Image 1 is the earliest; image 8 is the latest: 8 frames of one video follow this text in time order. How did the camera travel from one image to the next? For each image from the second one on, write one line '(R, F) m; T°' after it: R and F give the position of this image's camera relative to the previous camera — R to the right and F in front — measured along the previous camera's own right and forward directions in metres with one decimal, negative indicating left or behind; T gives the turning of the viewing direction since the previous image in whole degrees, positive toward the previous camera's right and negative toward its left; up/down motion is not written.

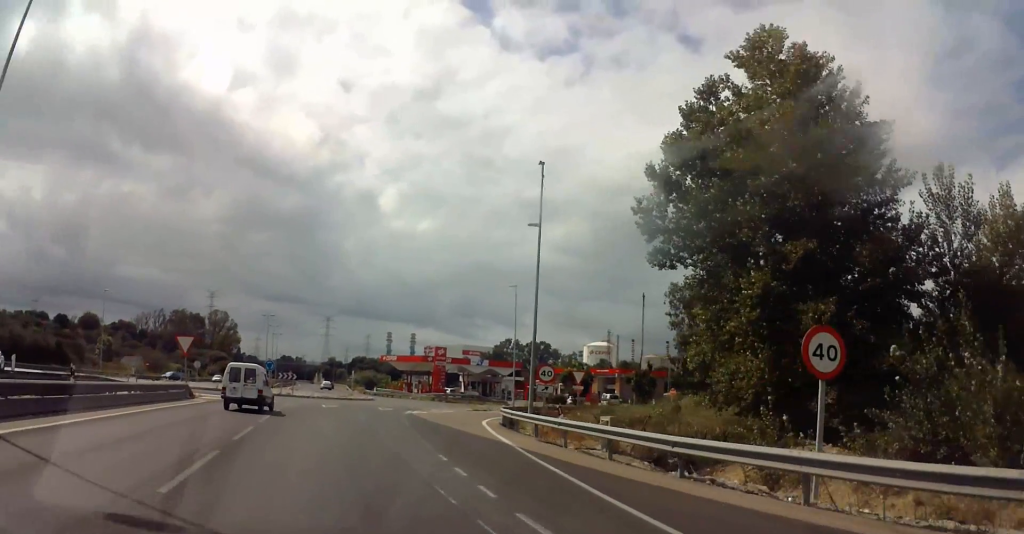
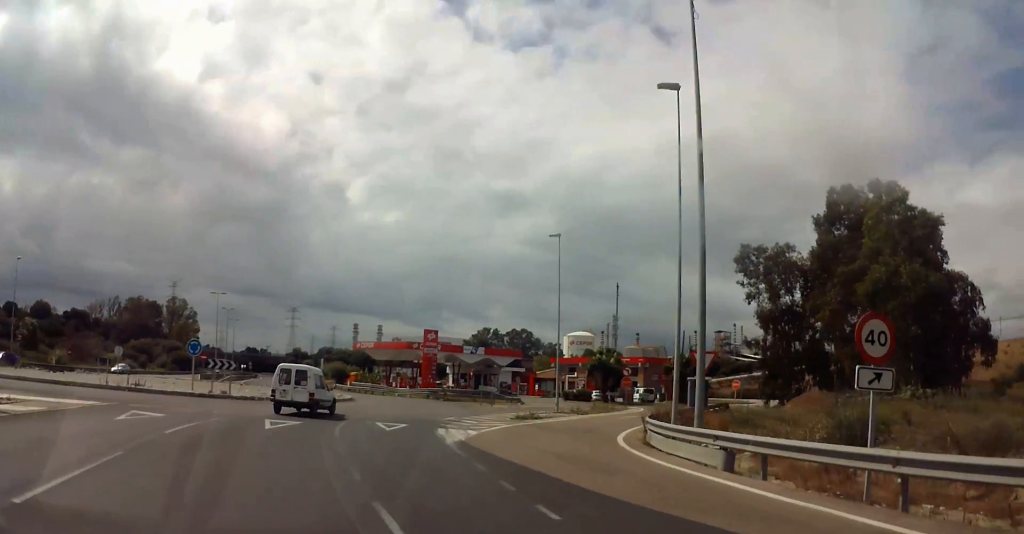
(+0.2, +21.7) m; +3°
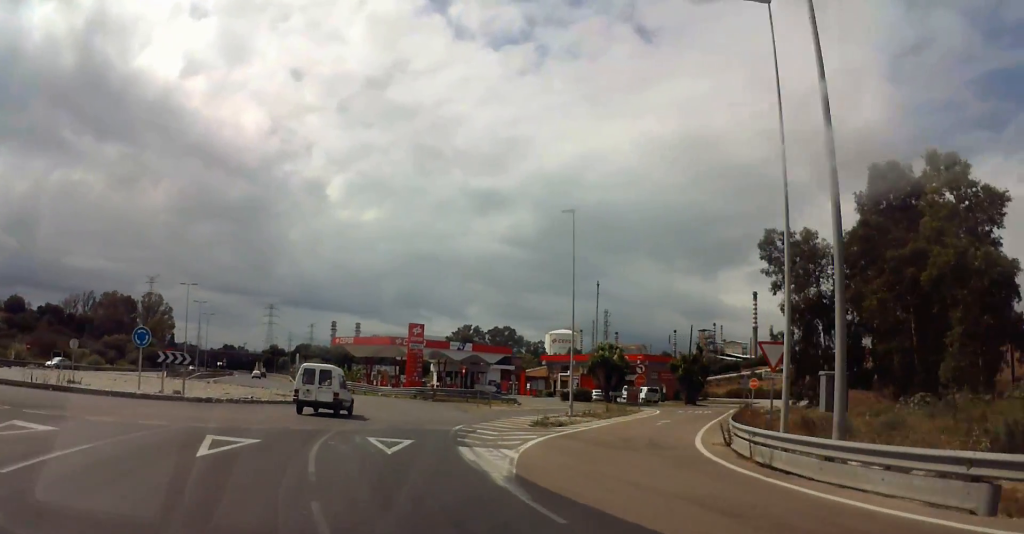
(0.0, +6.5) m; +2°
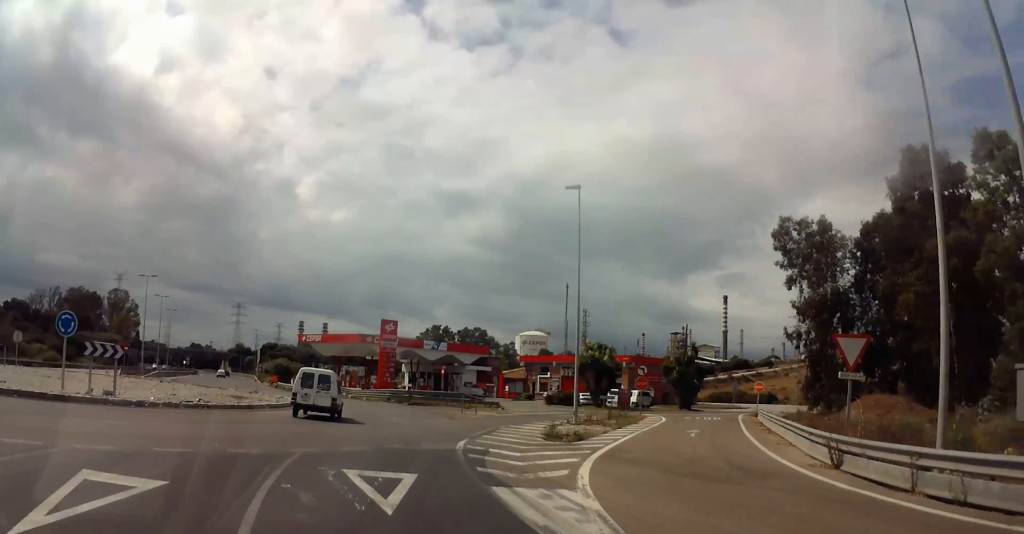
(+0.3, +6.2) m; +2°
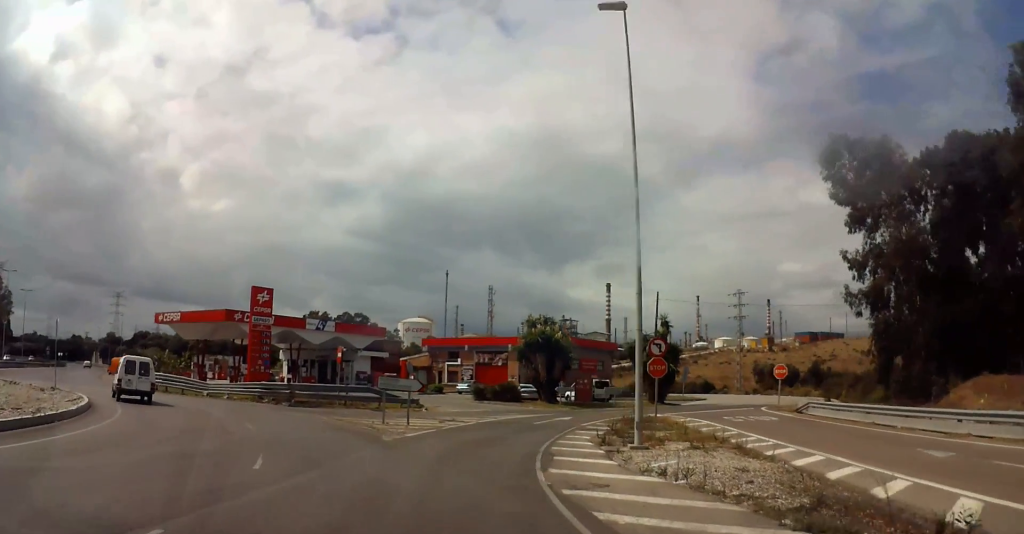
(+1.5, +18.2) m; +8°
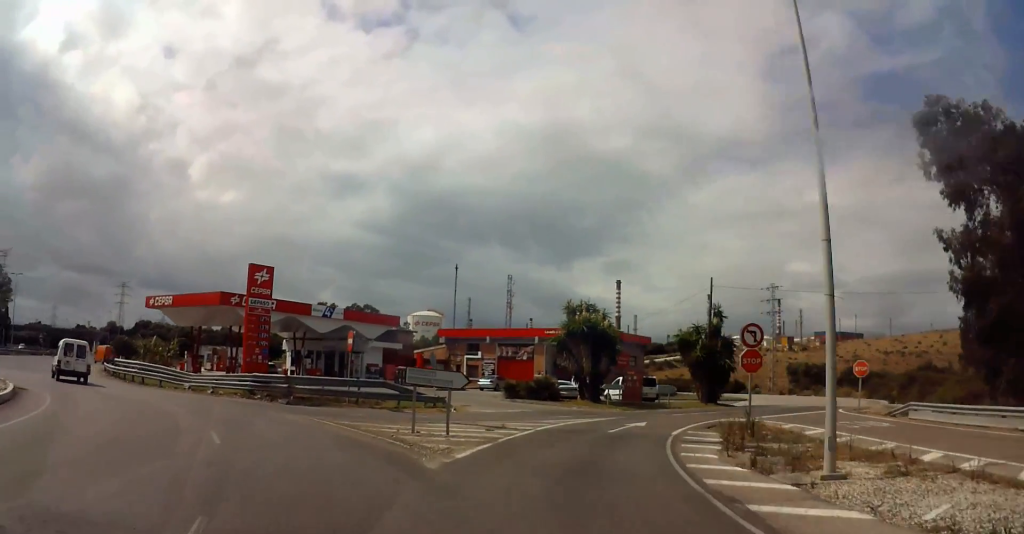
(+0.4, +6.8) m; -4°
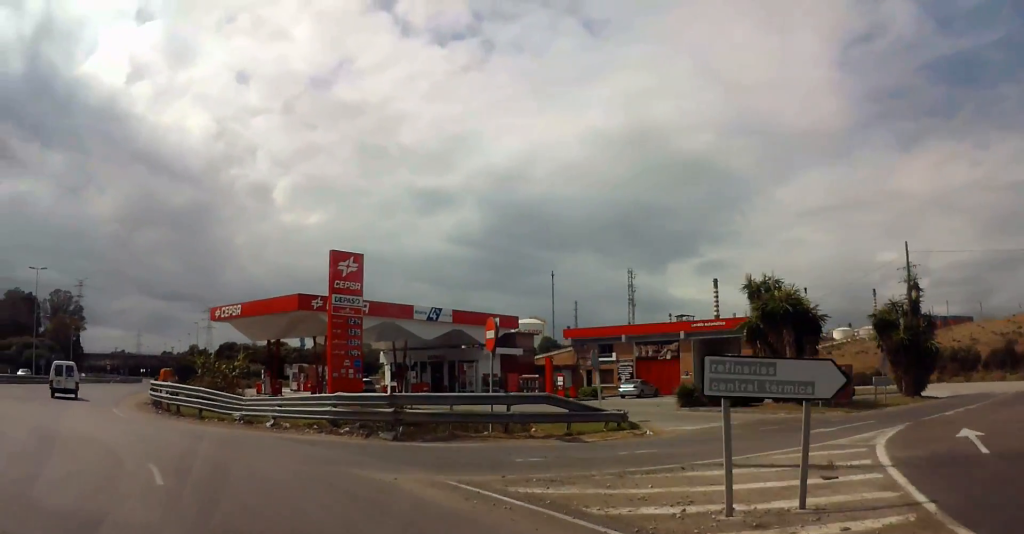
(-1.9, +9.6) m; -29°
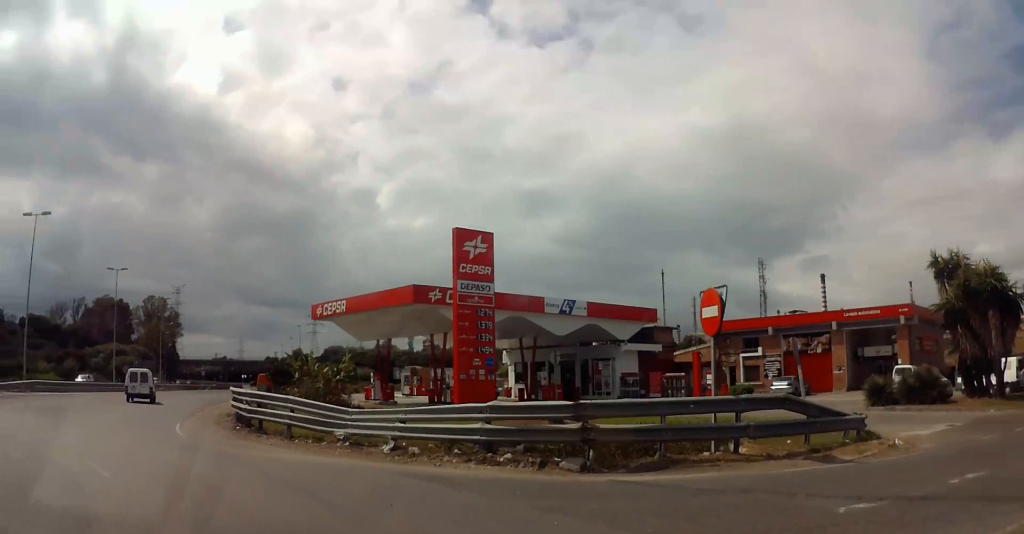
(-2.0, +5.9) m; -10°
